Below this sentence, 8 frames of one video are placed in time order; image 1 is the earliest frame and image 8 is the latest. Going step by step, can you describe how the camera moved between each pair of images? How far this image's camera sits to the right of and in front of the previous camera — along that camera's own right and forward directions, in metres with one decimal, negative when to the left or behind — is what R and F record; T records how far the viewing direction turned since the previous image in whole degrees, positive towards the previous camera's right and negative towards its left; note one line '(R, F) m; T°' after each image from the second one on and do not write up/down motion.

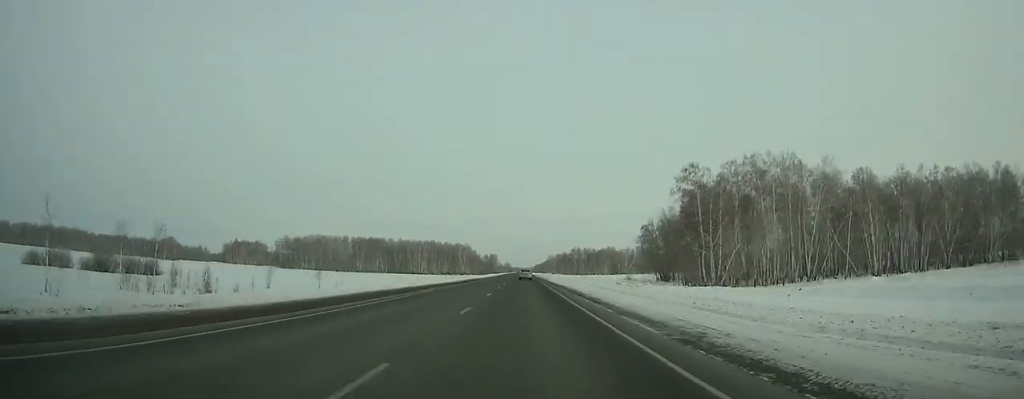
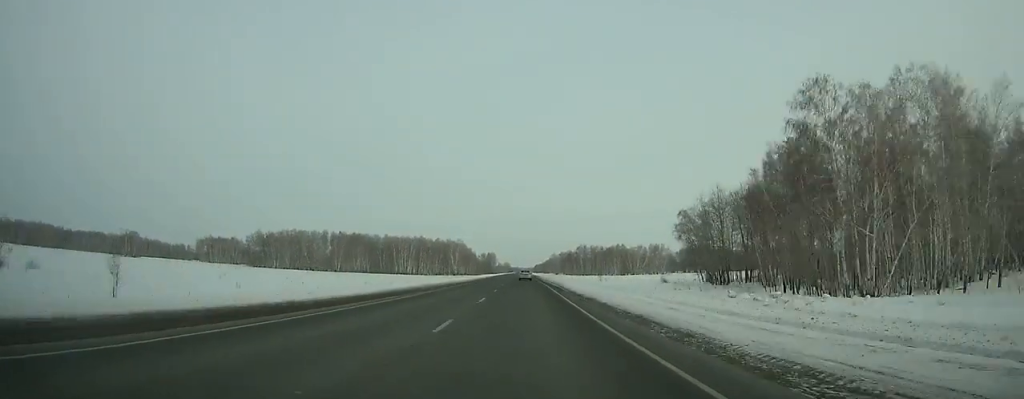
(-0.1, +40.9) m; 0°
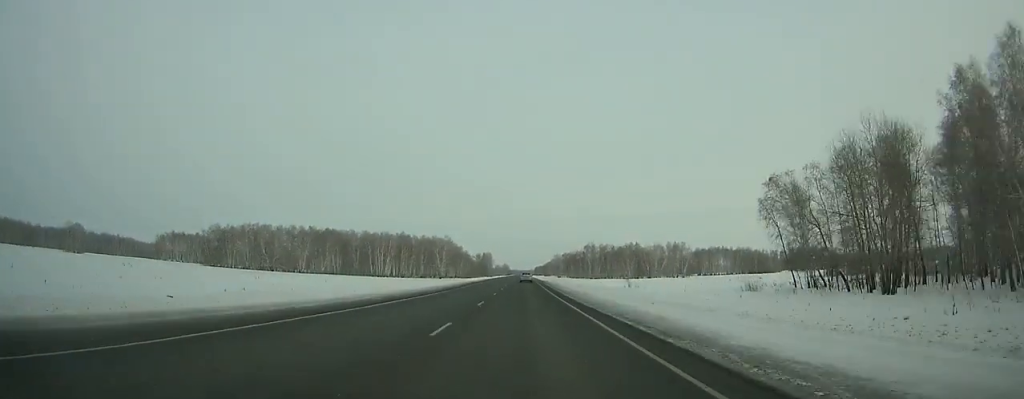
(0.0, +48.9) m; 0°
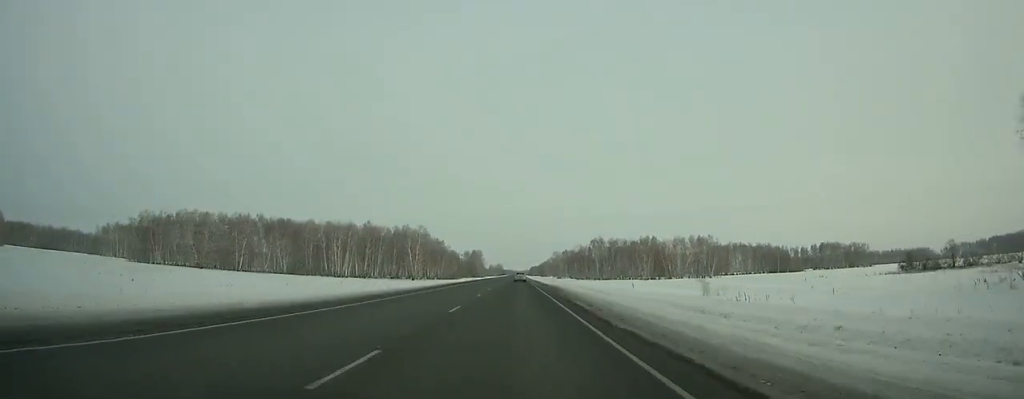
(-0.1, +54.2) m; 0°
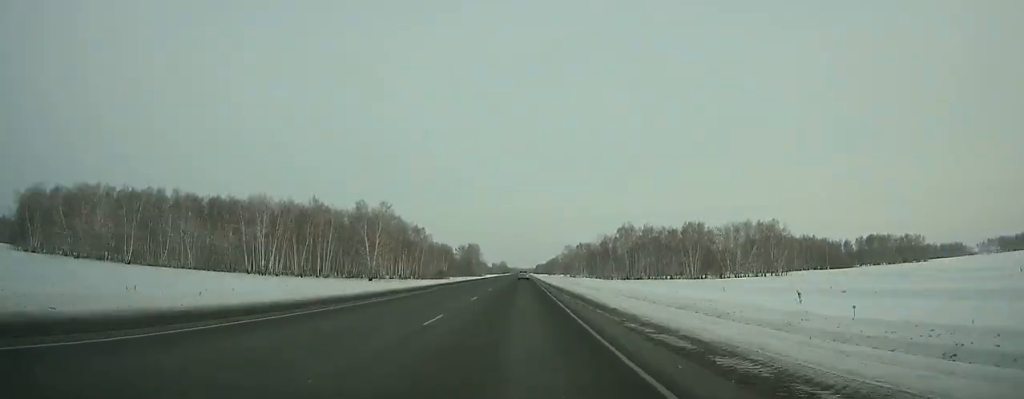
(-0.1, +64.9) m; 0°
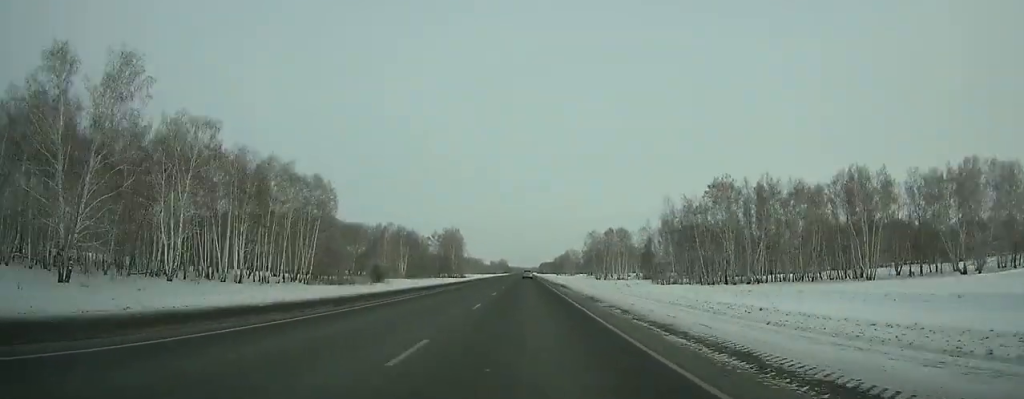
(-0.3, +103.0) m; 0°
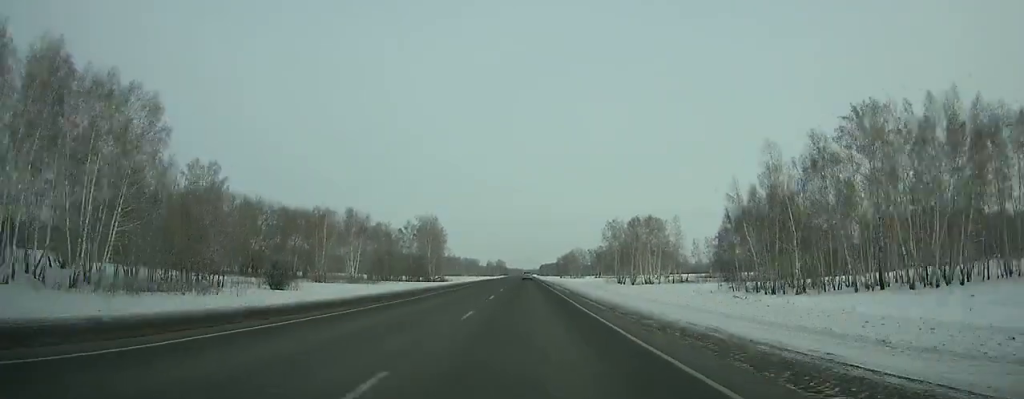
(+0.2, +51.7) m; 0°
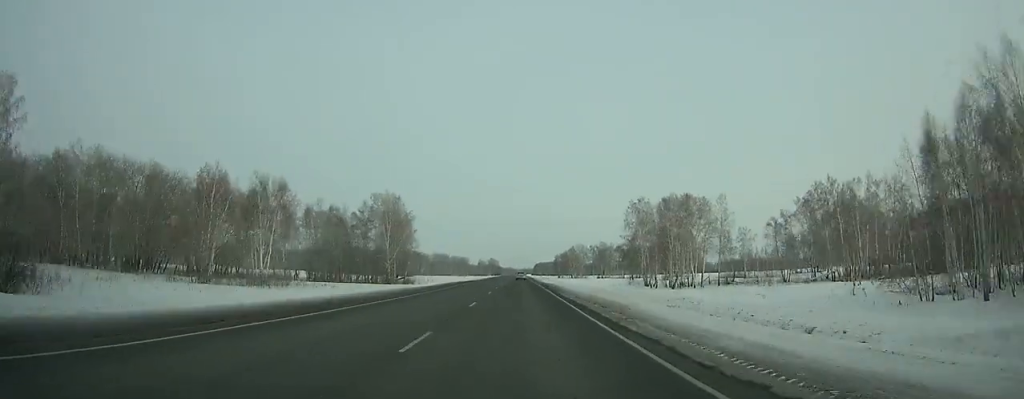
(+0.2, +43.6) m; 0°
